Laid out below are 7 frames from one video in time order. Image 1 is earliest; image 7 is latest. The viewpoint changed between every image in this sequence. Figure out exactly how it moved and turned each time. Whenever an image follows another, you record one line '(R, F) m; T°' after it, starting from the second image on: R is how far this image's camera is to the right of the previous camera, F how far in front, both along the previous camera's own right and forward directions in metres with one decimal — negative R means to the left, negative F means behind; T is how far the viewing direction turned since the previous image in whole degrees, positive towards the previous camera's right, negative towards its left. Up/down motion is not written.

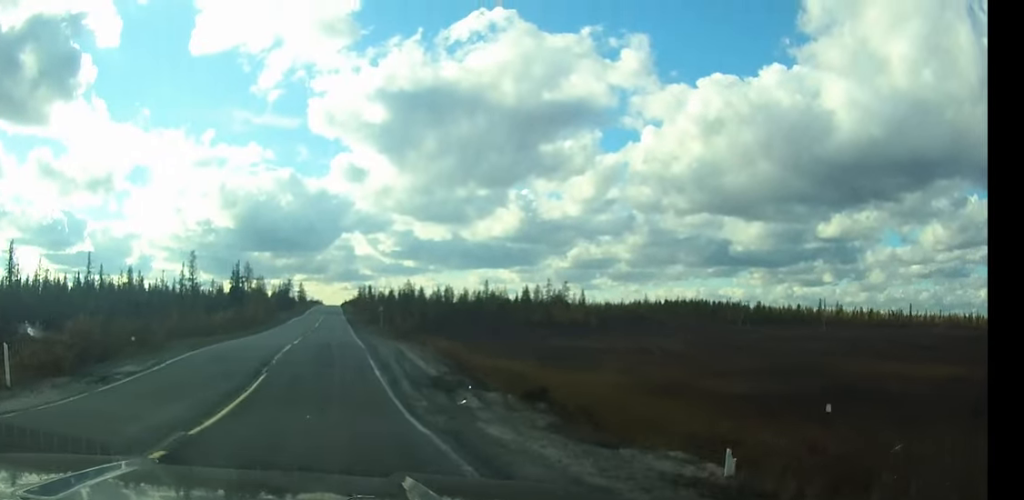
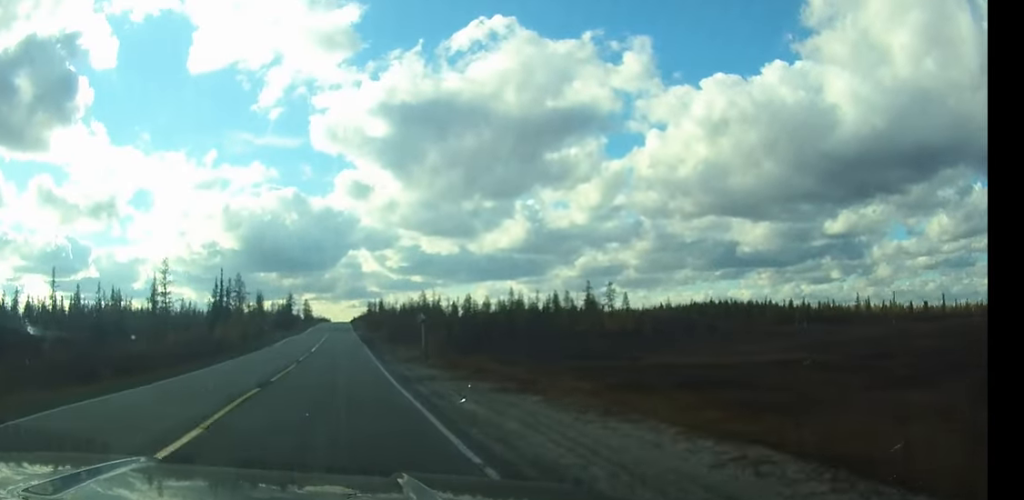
(0.0, +30.1) m; 0°
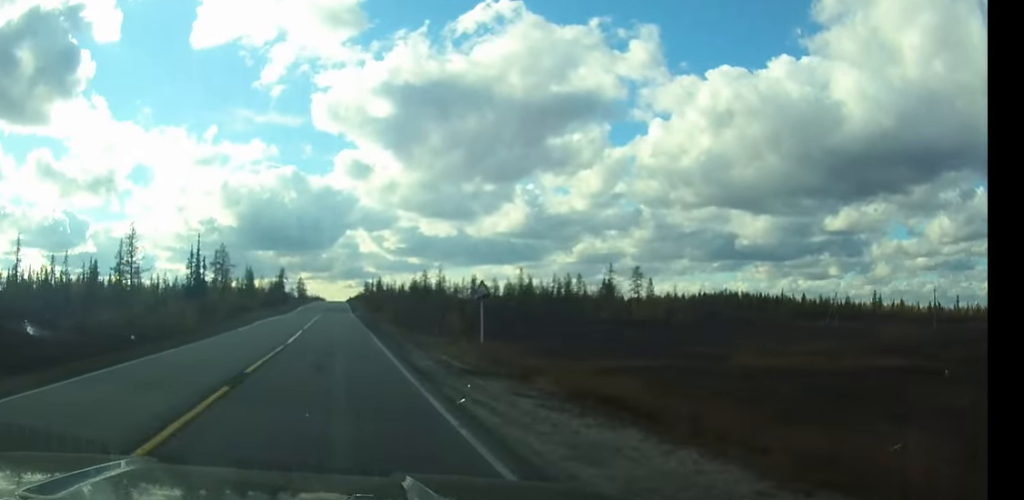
(0.0, +18.0) m; 0°
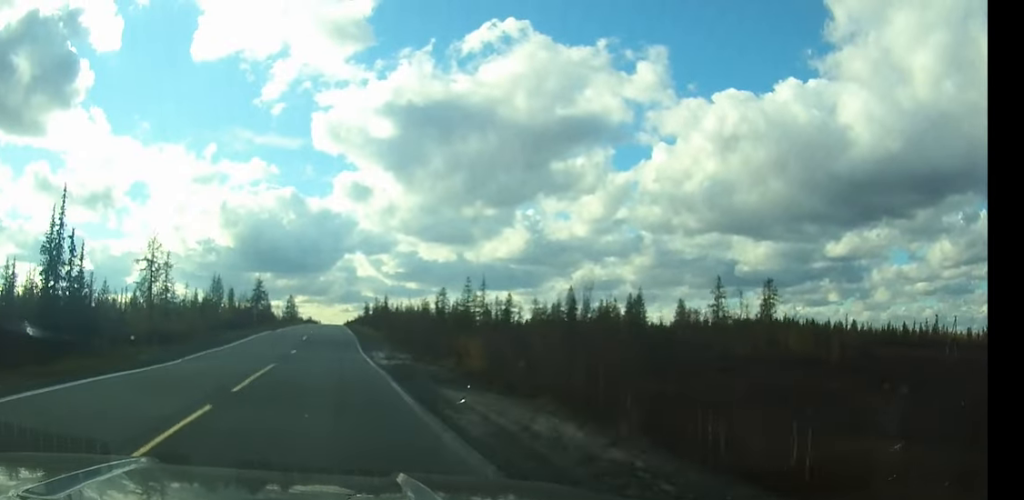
(0.0, +50.8) m; 0°
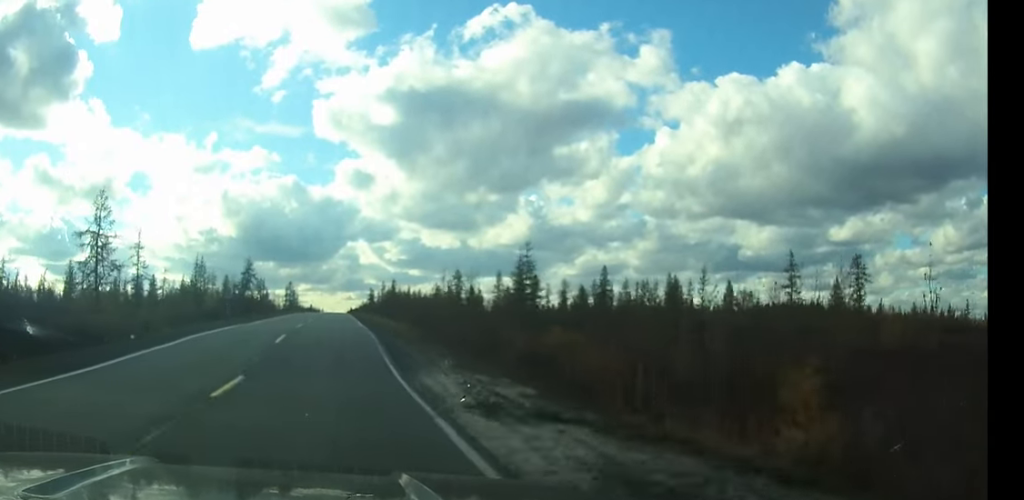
(0.0, +20.3) m; 0°
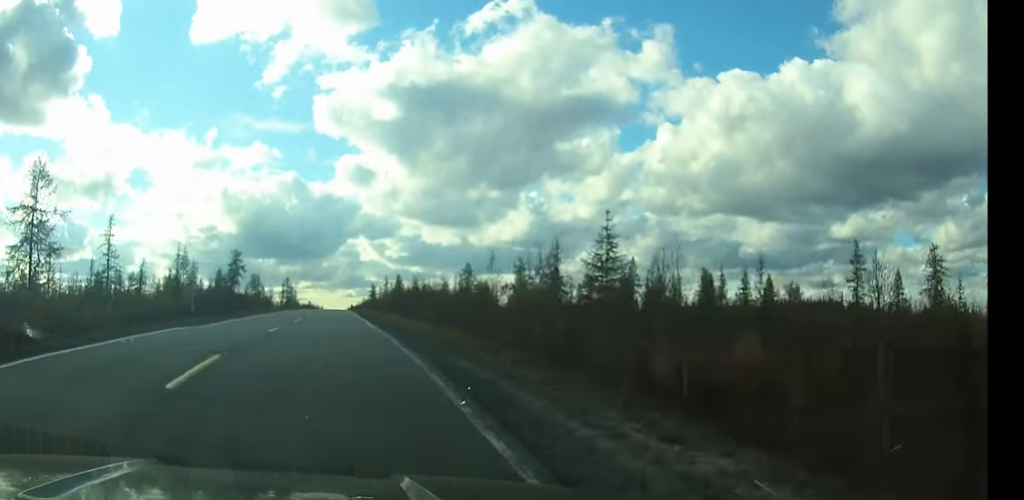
(0.0, +15.0) m; 0°
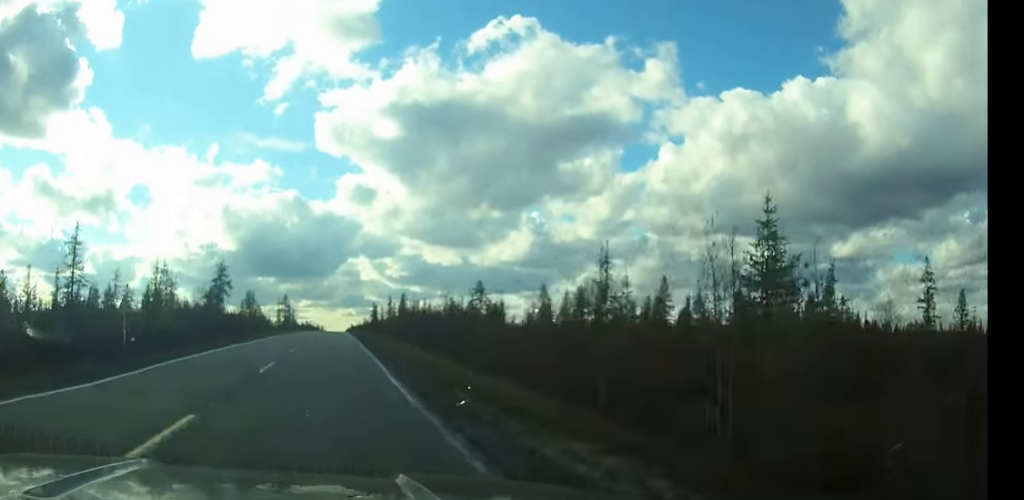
(0.0, +14.0) m; 0°
